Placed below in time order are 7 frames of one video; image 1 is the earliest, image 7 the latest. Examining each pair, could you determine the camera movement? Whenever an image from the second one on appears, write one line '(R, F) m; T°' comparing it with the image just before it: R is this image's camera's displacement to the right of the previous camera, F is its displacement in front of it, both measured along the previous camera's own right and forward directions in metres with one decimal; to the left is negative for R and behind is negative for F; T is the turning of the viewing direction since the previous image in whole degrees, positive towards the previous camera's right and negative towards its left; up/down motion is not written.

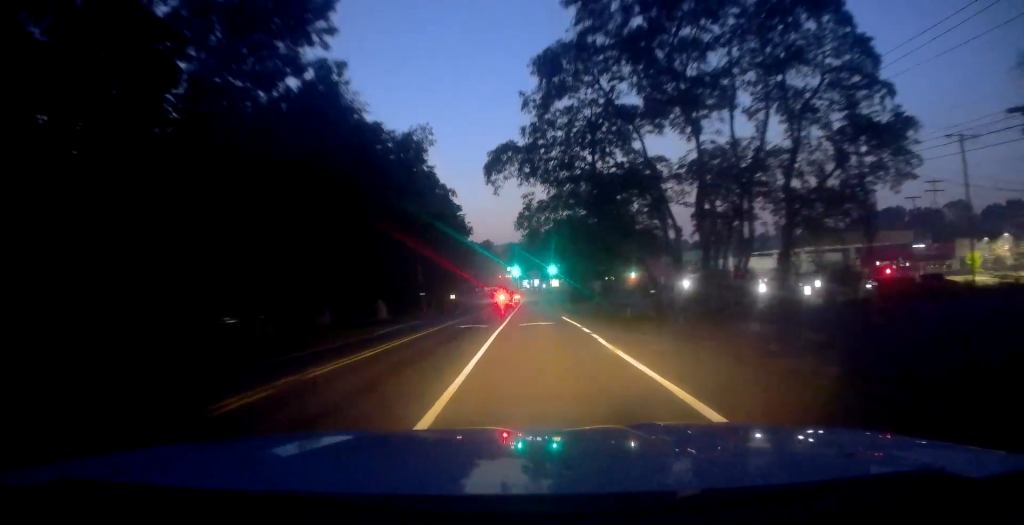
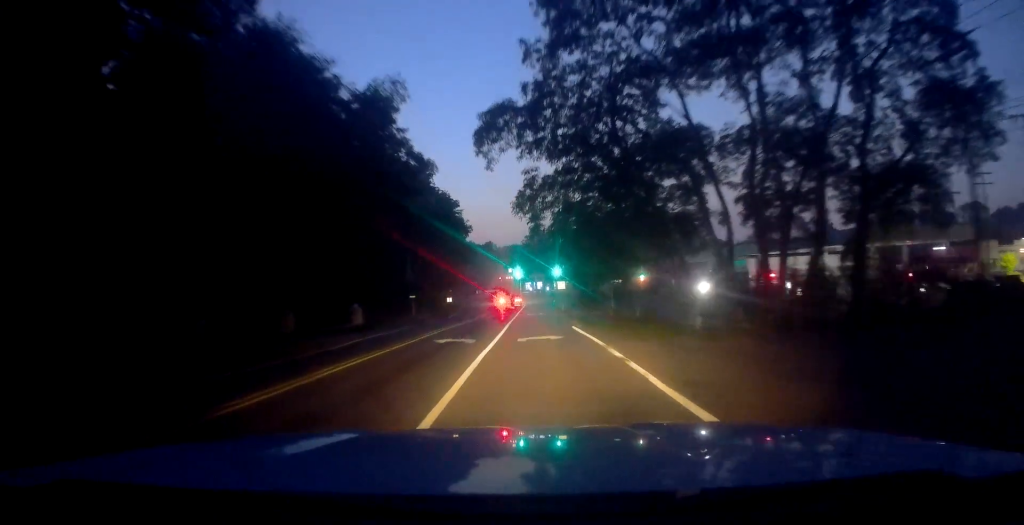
(-0.2, +7.4) m; -1°
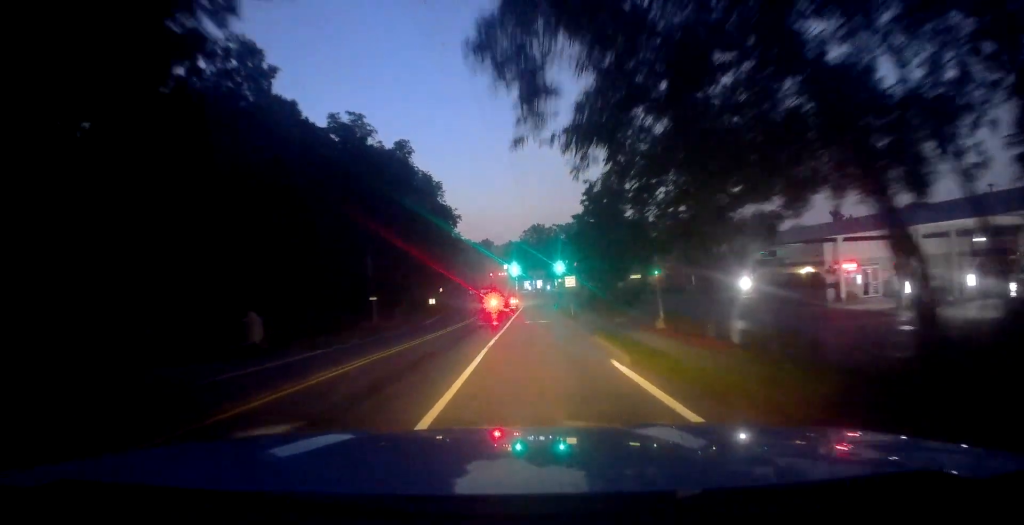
(+0.4, +15.3) m; 0°
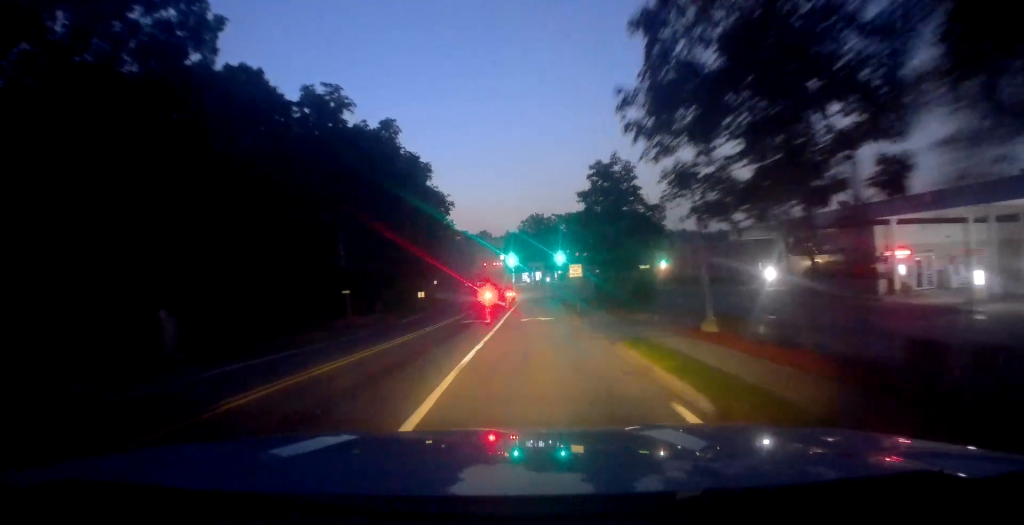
(-0.2, +7.2) m; 0°
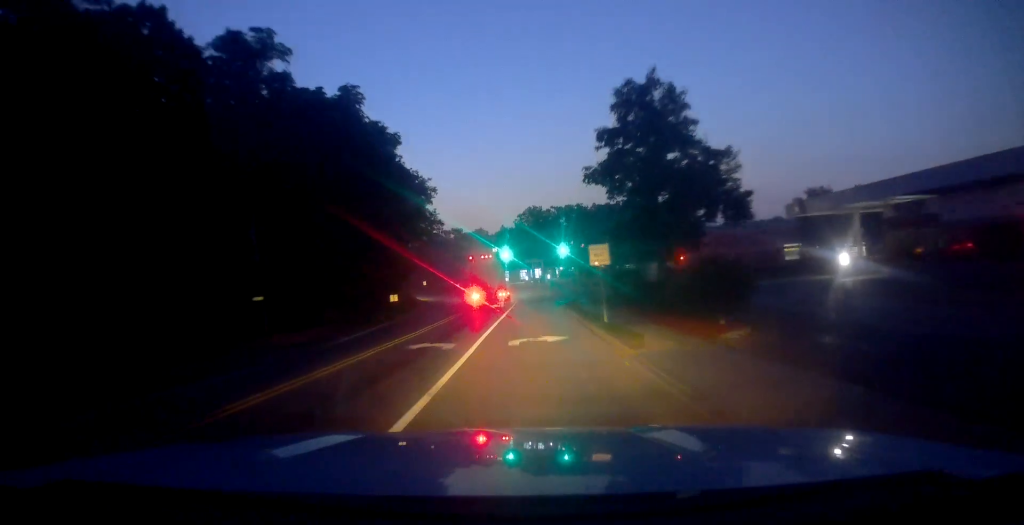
(0.0, +13.8) m; +1°
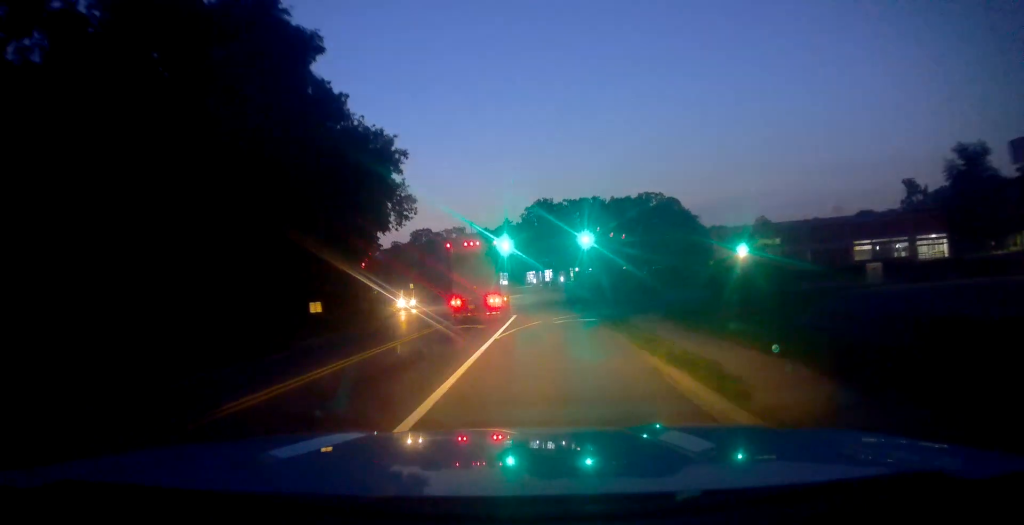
(+0.2, +23.5) m; -1°
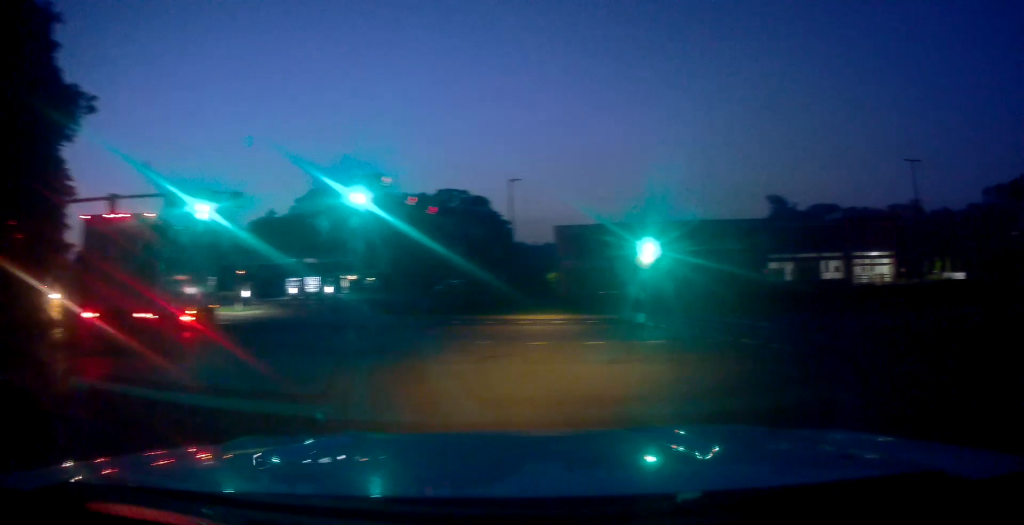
(+5.6, +27.3) m; +38°
